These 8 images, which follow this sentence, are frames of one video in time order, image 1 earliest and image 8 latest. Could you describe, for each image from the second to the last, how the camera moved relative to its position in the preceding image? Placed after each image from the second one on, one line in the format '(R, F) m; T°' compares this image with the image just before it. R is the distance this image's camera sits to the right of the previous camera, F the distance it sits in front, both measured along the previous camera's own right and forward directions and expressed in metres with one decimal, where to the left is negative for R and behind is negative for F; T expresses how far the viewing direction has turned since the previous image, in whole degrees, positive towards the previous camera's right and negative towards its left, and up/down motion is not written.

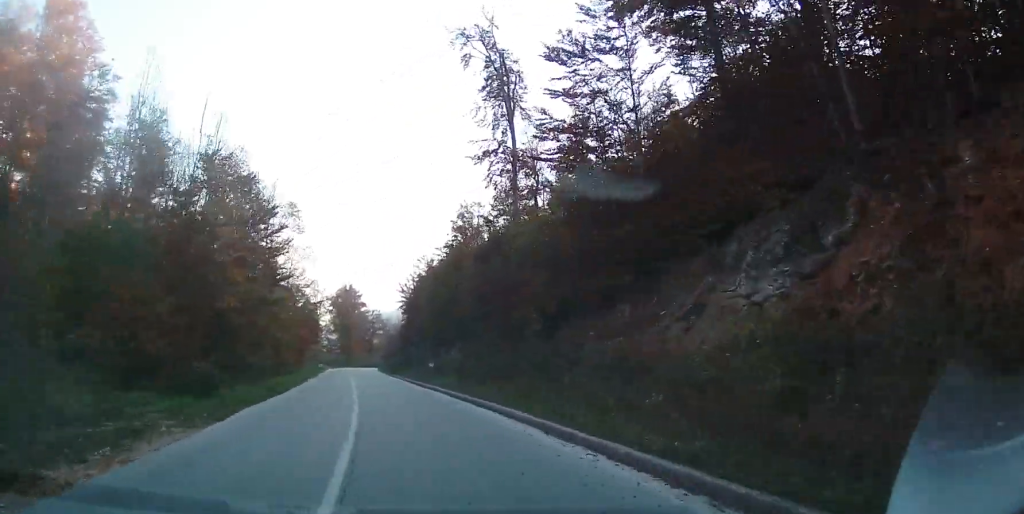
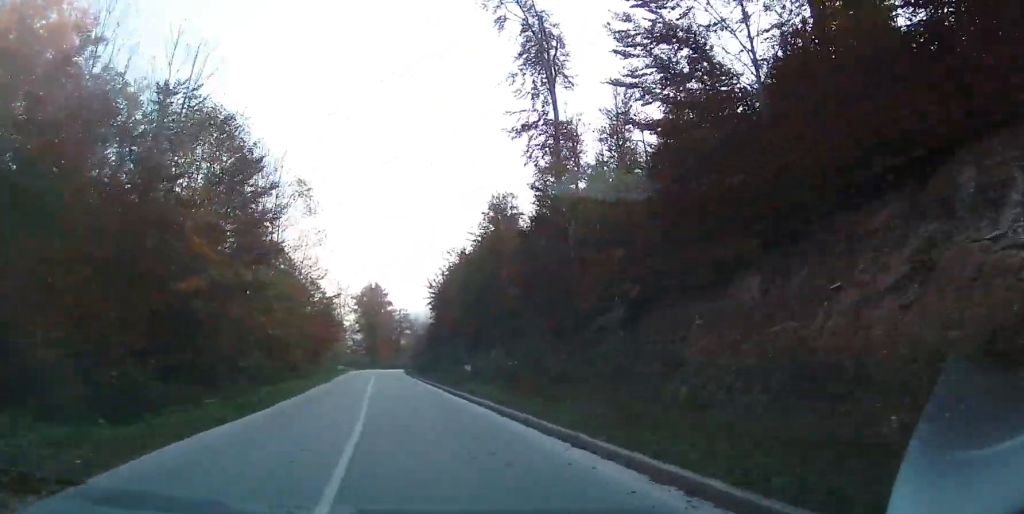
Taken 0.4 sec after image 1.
(-0.1, +7.1) m; -3°
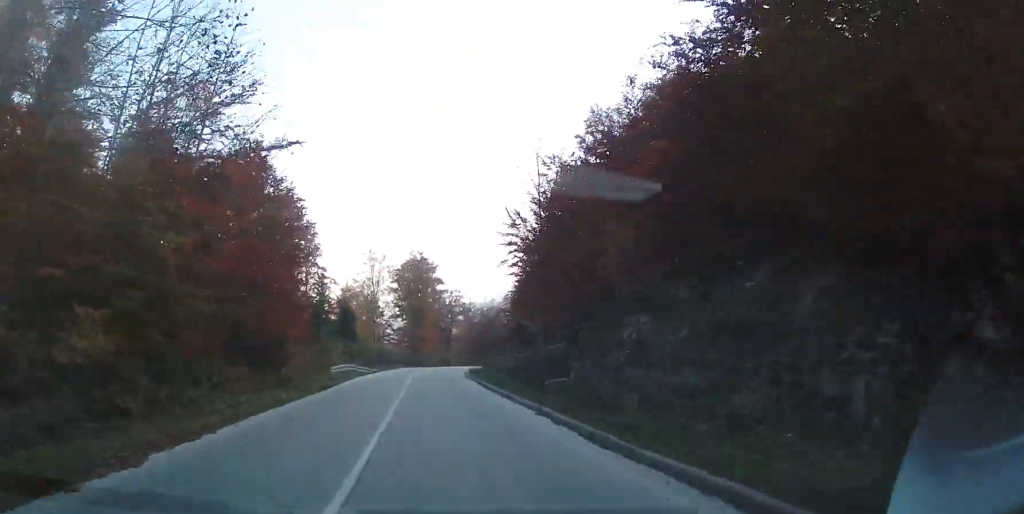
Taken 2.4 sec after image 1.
(-2.3, +34.4) m; -5°
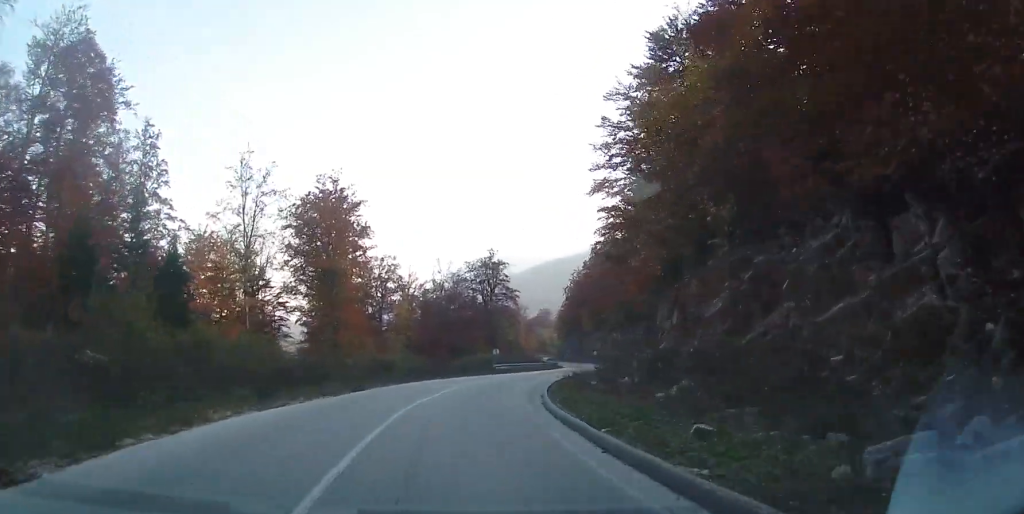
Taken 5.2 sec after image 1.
(+2.0, +49.4) m; +10°
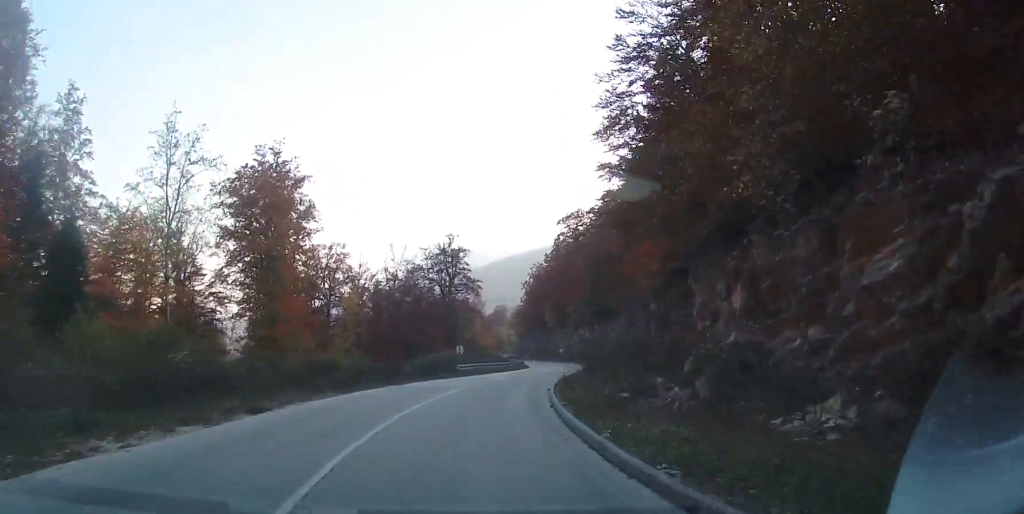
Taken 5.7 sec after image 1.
(+0.1, +9.1) m; +4°
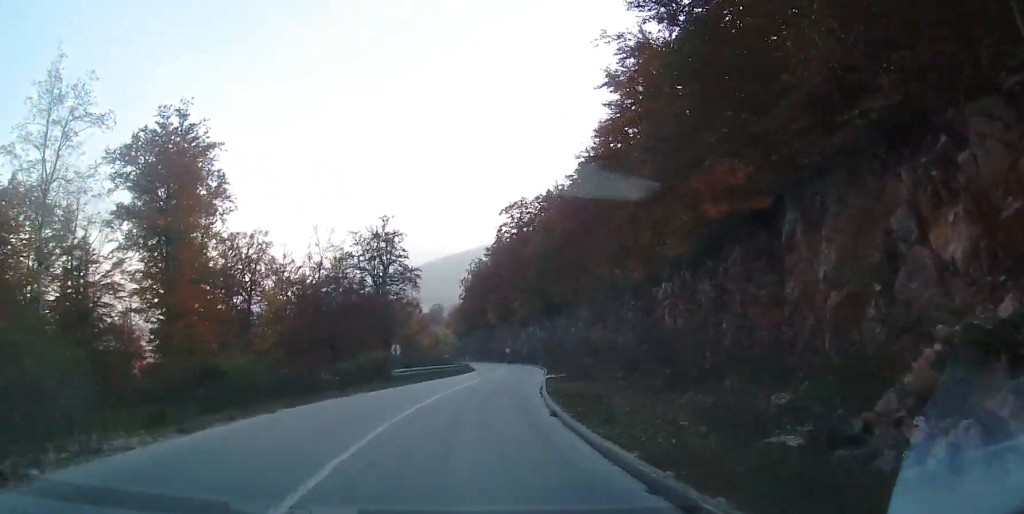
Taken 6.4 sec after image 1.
(+0.8, +10.4) m; +5°
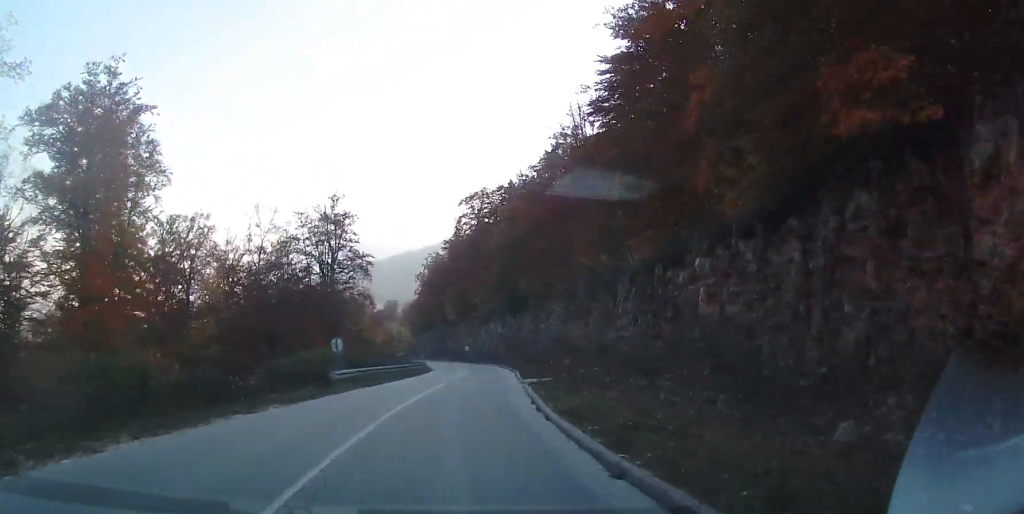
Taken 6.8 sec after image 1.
(+0.2, +7.1) m; +3°
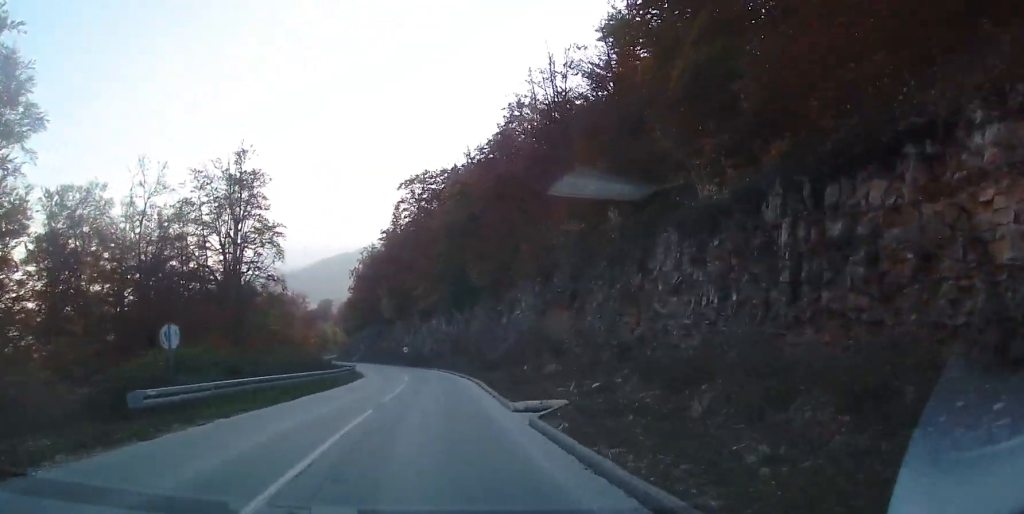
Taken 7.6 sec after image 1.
(+0.4, +12.9) m; +3°
